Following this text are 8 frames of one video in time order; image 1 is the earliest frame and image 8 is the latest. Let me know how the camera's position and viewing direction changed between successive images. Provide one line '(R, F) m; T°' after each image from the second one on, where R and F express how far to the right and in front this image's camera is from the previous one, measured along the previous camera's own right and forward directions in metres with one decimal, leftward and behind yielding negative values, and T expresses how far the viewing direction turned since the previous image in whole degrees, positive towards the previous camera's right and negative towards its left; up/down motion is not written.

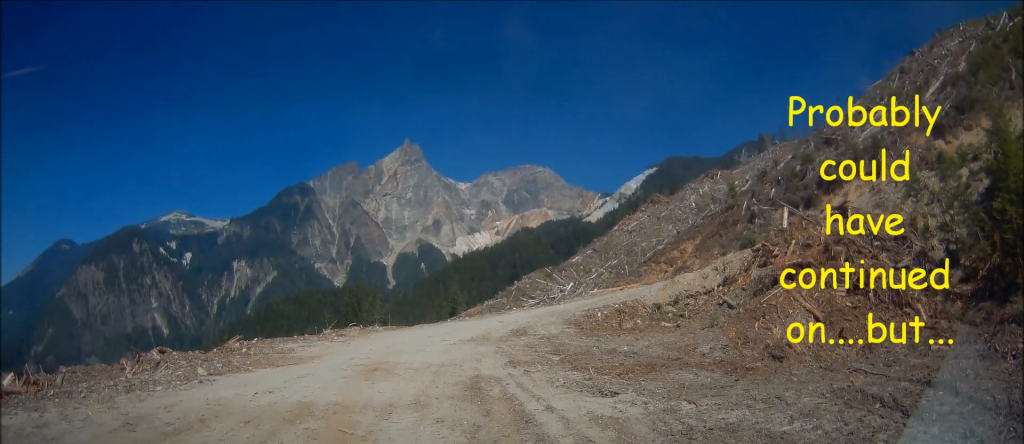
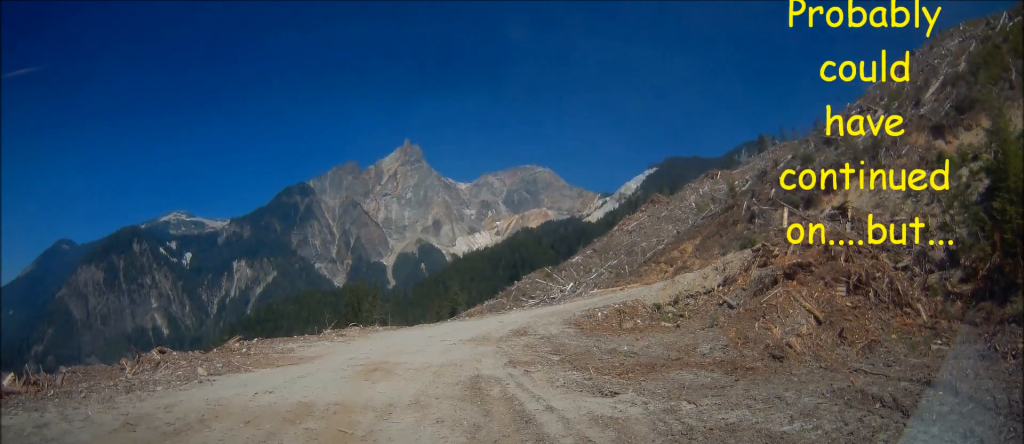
(0.0, 0.0) m; 0°
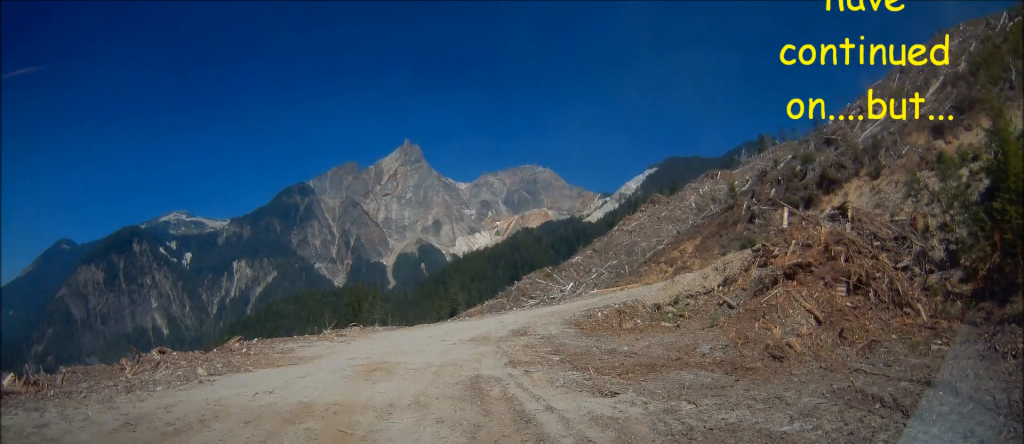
(0.0, 0.0) m; 0°
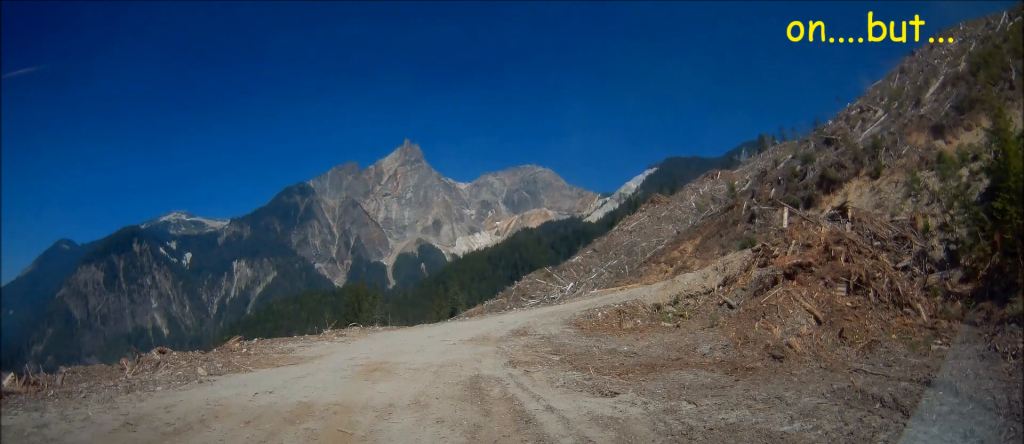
(0.0, 0.0) m; 0°
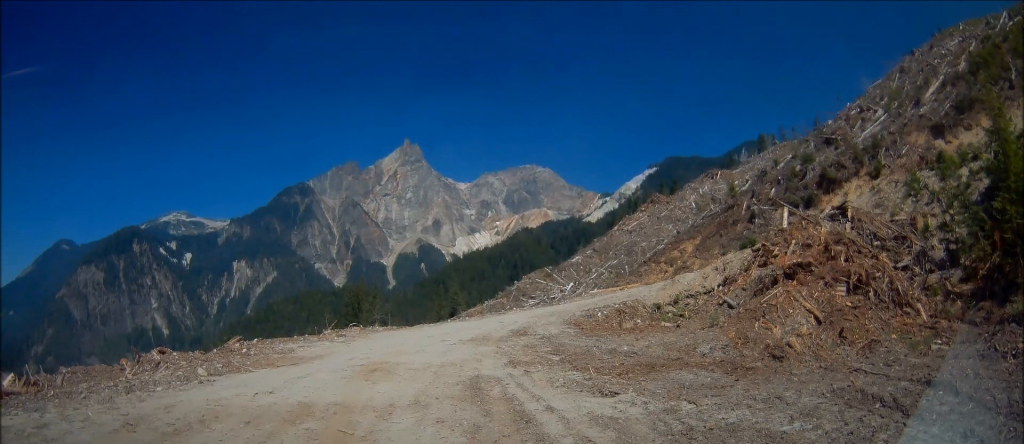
(0.0, 0.0) m; 0°
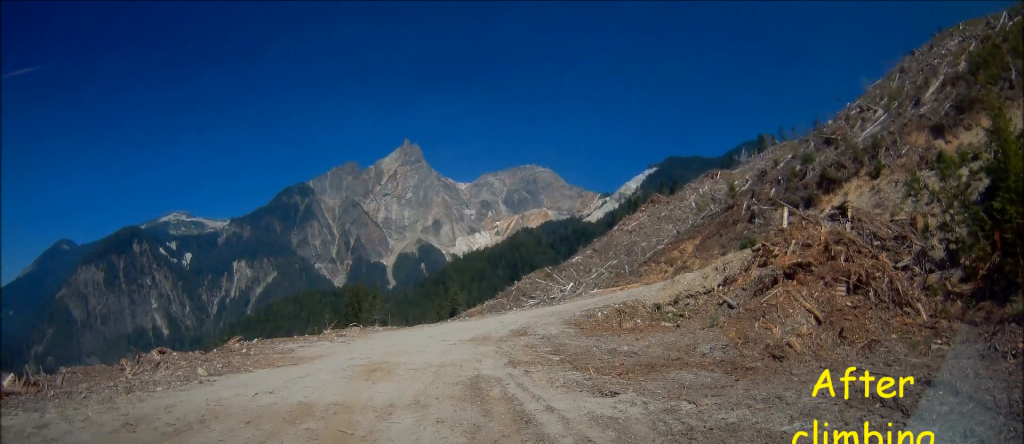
(0.0, 0.0) m; 0°
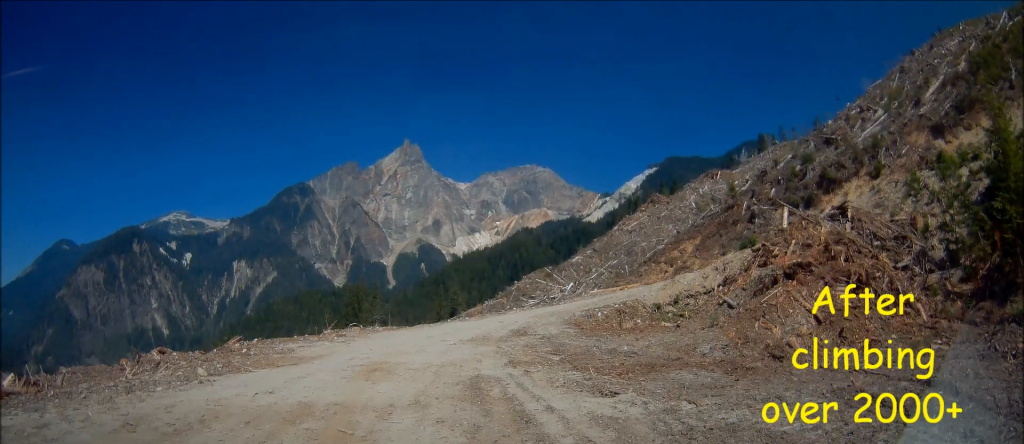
(0.0, 0.0) m; 0°
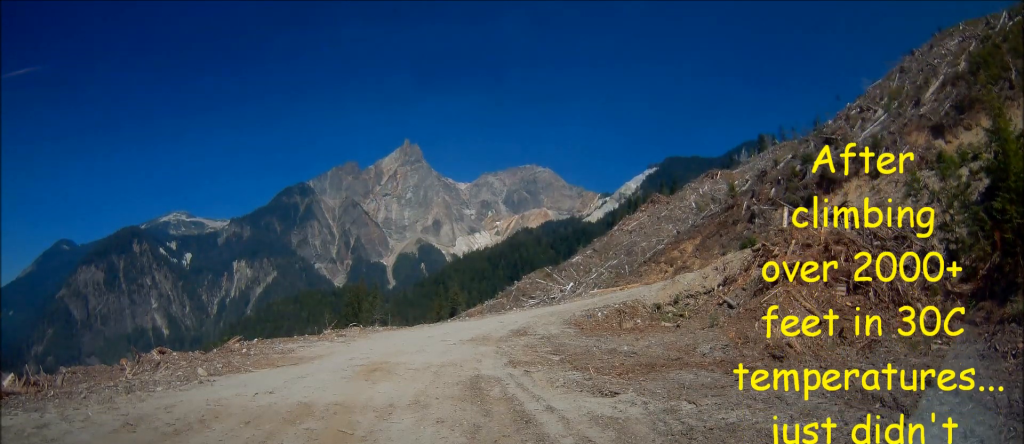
(0.0, 0.0) m; 0°
